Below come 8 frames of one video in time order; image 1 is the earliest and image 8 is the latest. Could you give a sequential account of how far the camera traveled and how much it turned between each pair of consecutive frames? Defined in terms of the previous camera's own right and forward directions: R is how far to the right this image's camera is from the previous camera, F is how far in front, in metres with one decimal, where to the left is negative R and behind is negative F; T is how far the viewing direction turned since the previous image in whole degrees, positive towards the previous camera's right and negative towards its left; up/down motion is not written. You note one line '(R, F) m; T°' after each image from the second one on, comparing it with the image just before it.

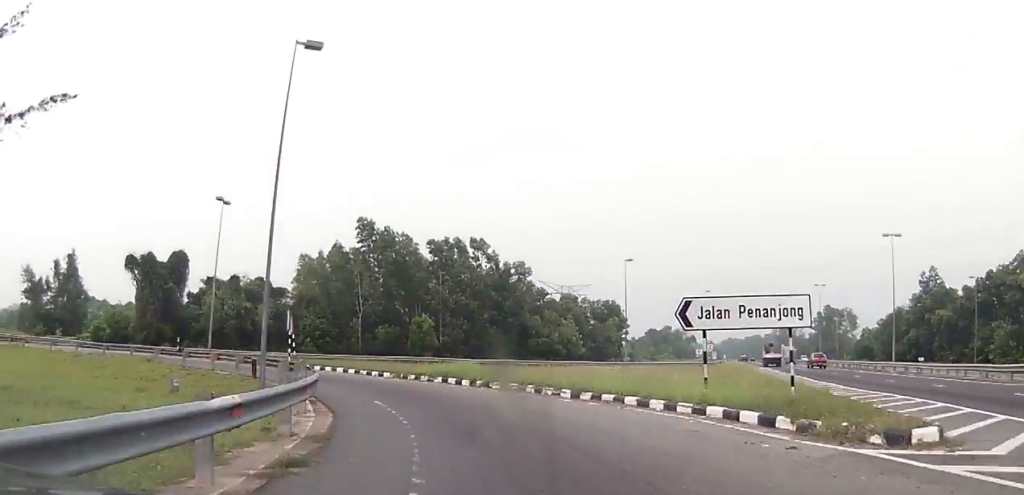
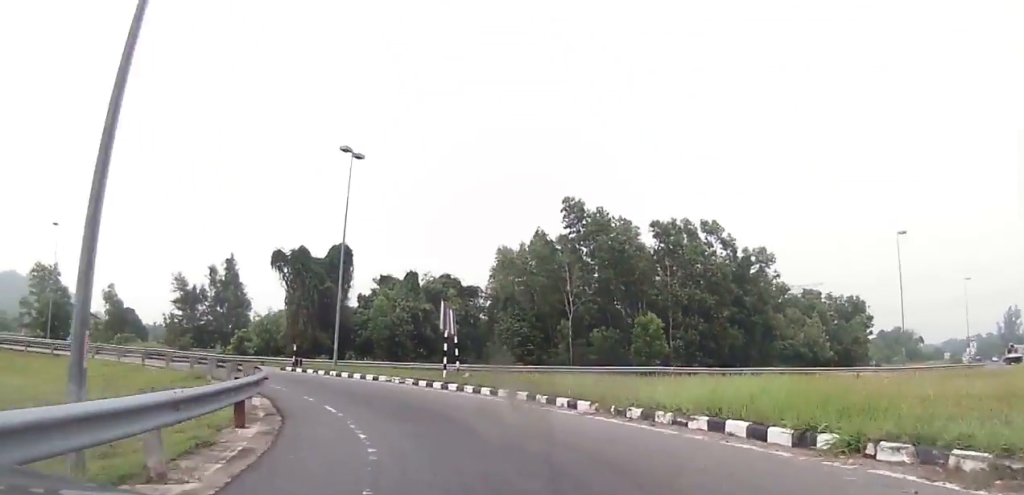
(-2.2, +16.0) m; -19°
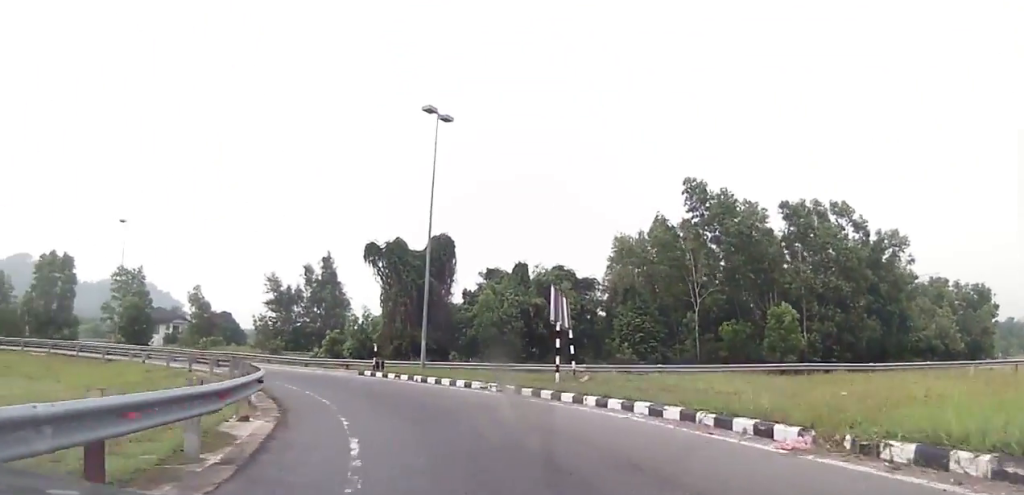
(-0.7, +6.6) m; -10°
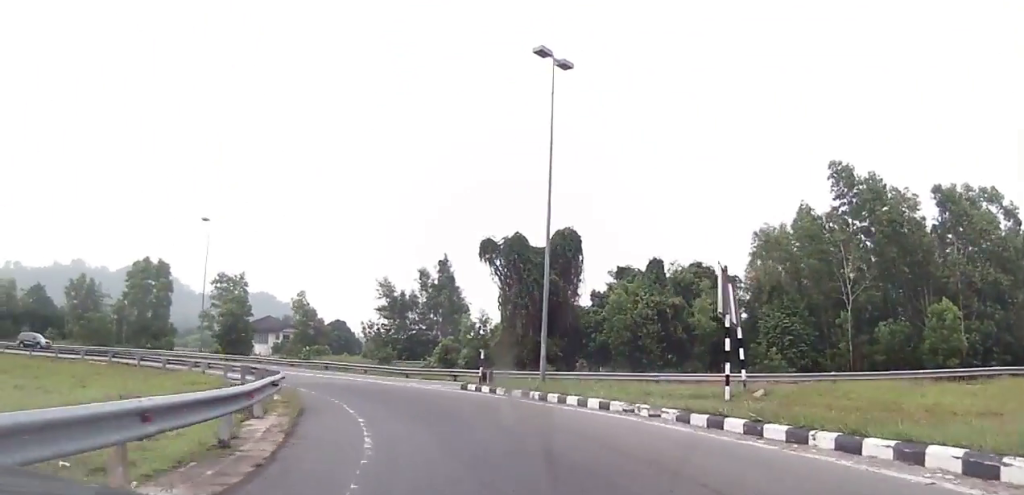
(-0.7, +6.8) m; -9°
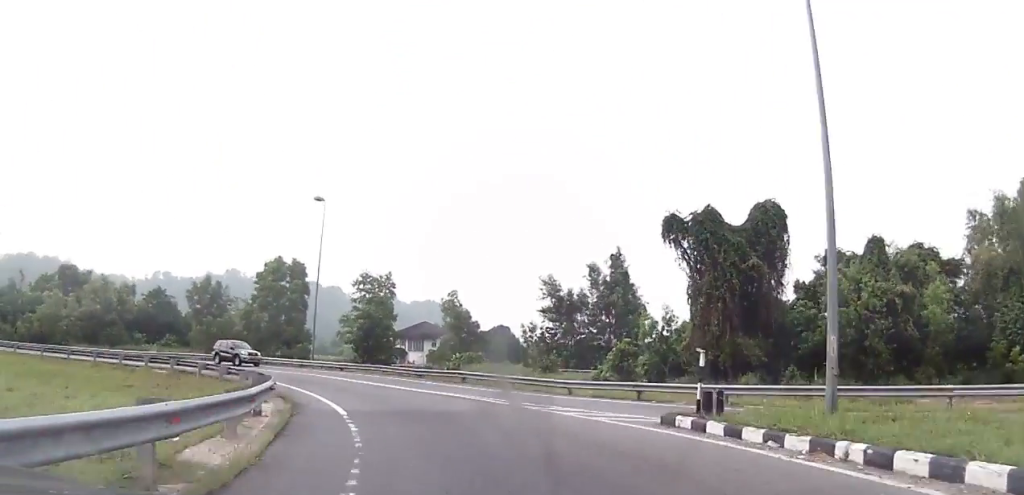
(-1.4, +11.4) m; -14°
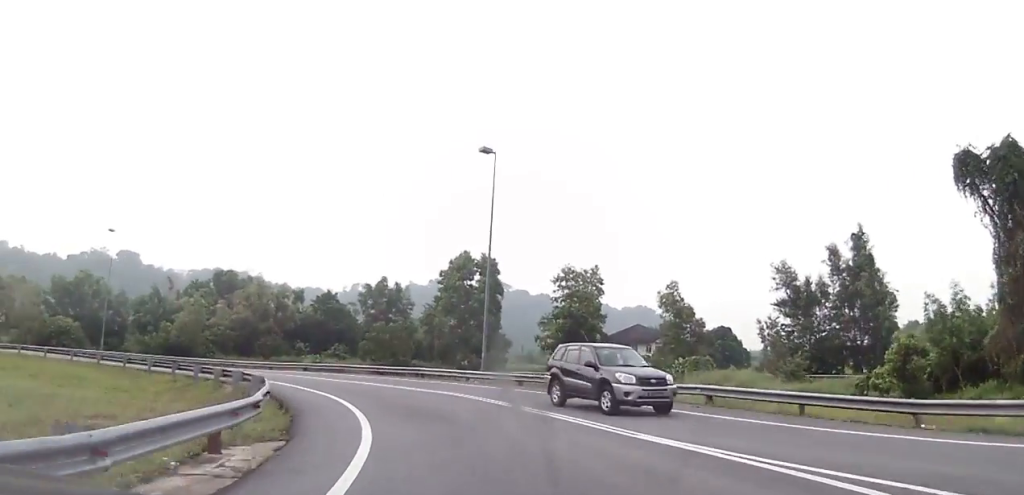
(-1.9, +12.8) m; -16°
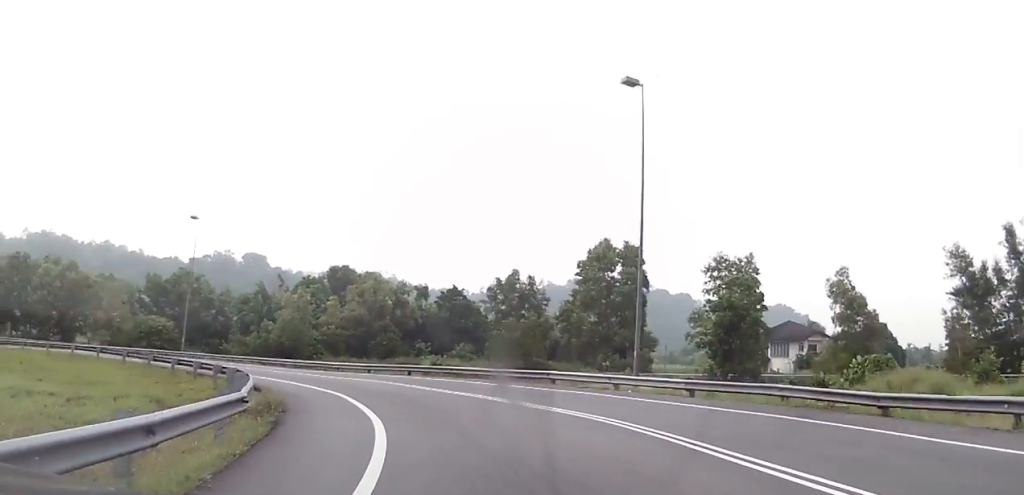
(-0.7, +8.0) m; -9°
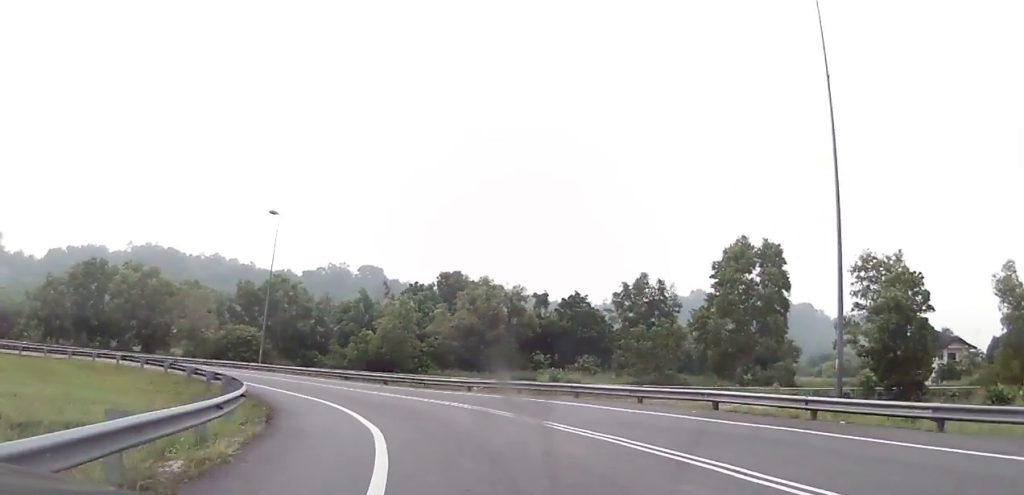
(-0.3, +6.8) m; -8°
